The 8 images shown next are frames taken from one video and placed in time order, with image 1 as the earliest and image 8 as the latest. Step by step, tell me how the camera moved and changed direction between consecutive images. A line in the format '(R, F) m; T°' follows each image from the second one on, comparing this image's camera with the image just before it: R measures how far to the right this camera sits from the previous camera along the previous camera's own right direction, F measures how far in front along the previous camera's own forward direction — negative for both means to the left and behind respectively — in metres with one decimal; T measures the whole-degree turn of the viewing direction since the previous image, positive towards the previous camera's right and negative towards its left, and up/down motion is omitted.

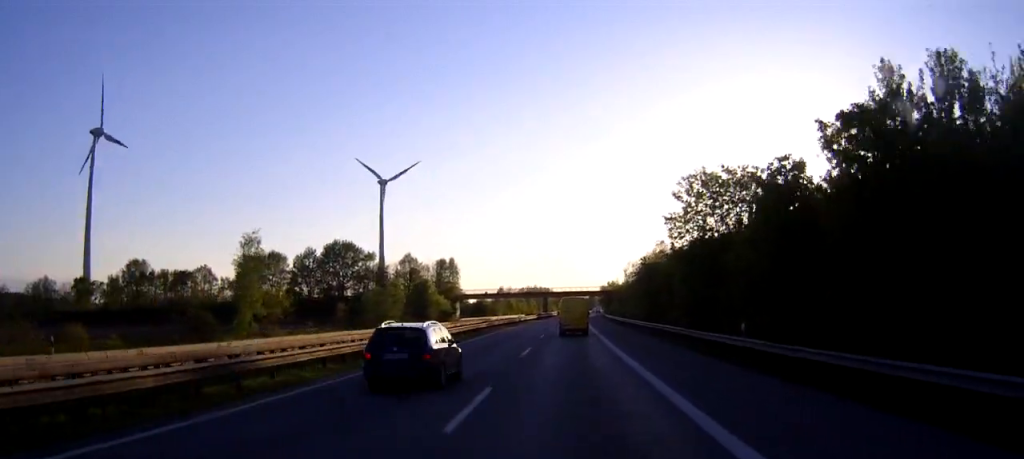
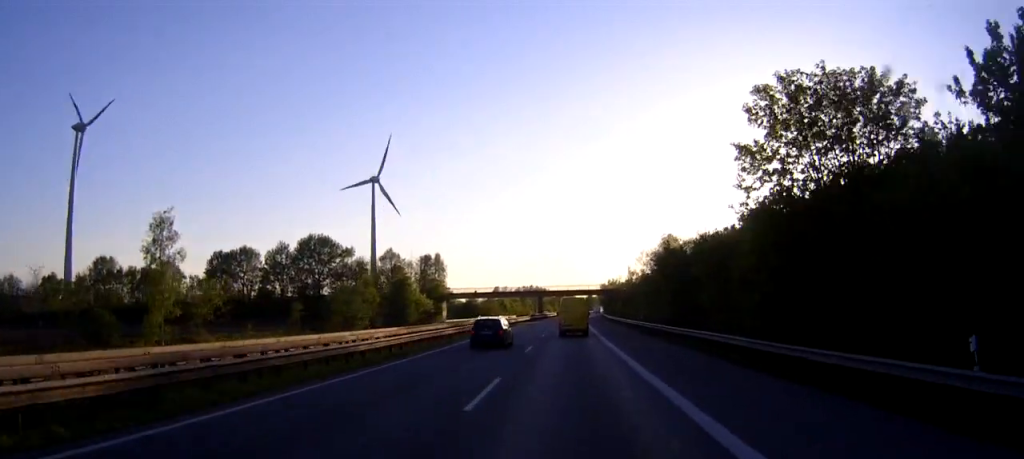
(0.0, +15.3) m; 0°
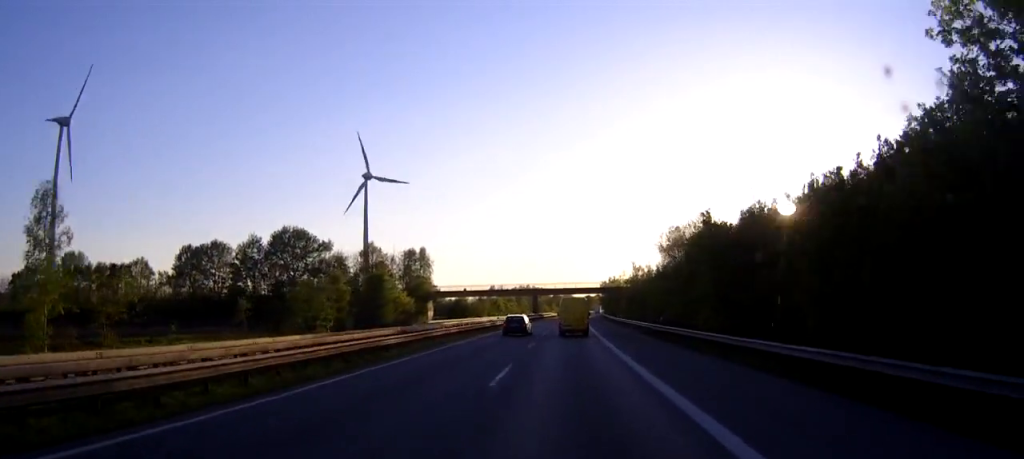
(0.0, +13.7) m; 0°
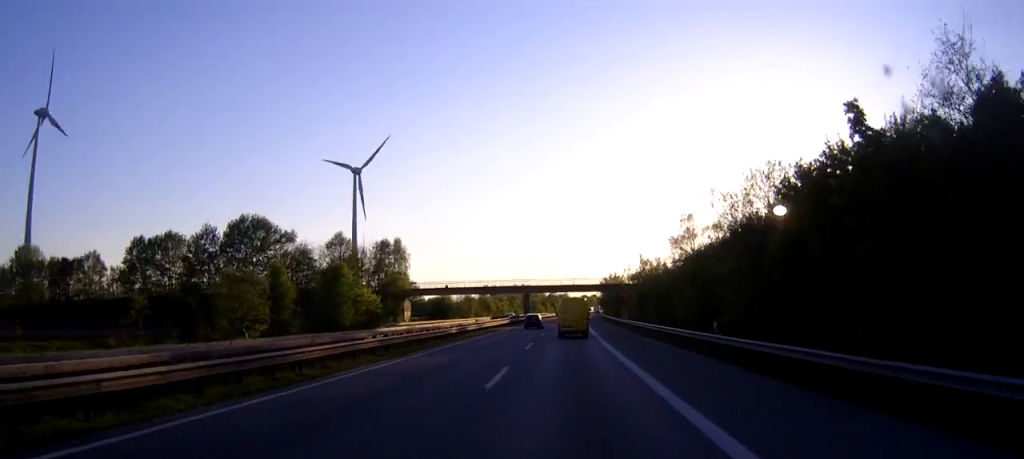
(+0.1, +18.0) m; 0°
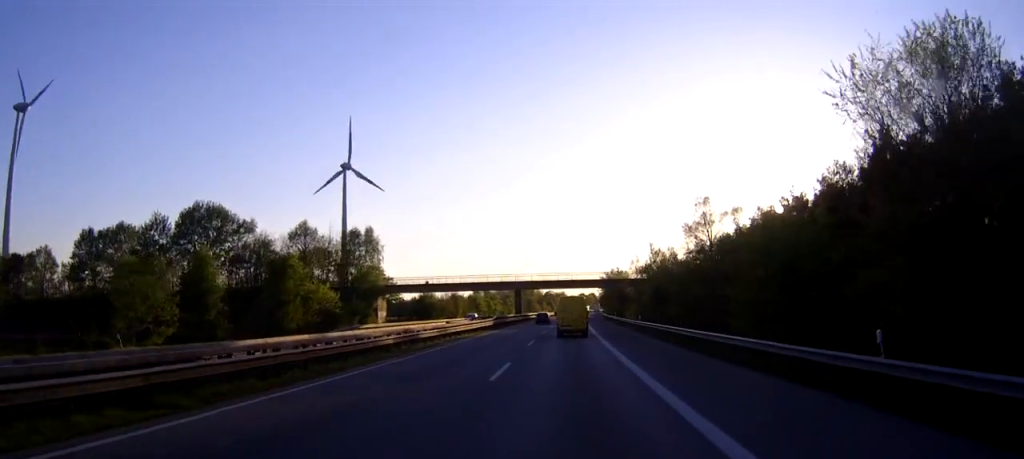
(0.0, +16.3) m; 0°
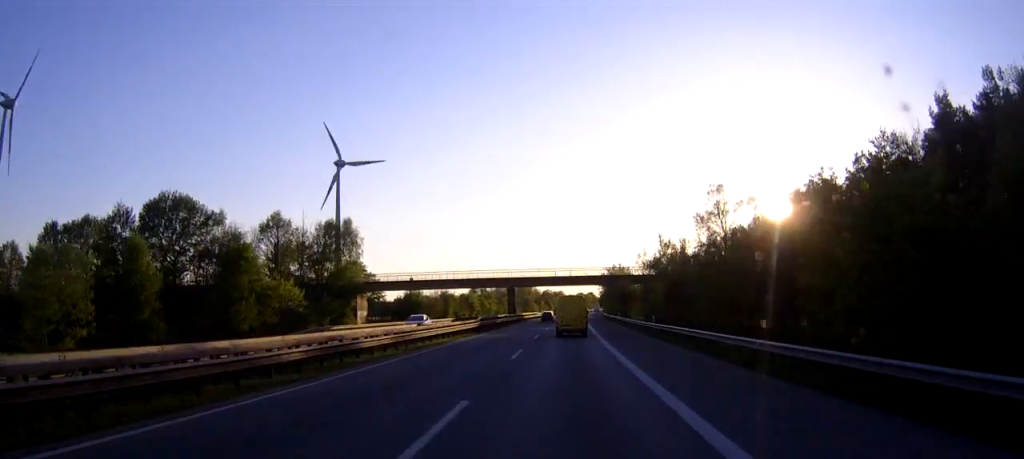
(0.0, +10.3) m; 0°
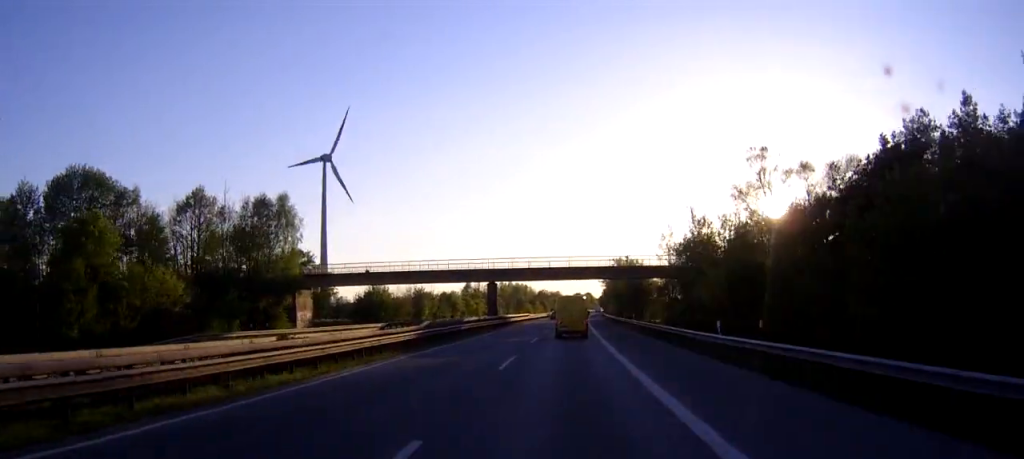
(0.0, +22.4) m; 0°
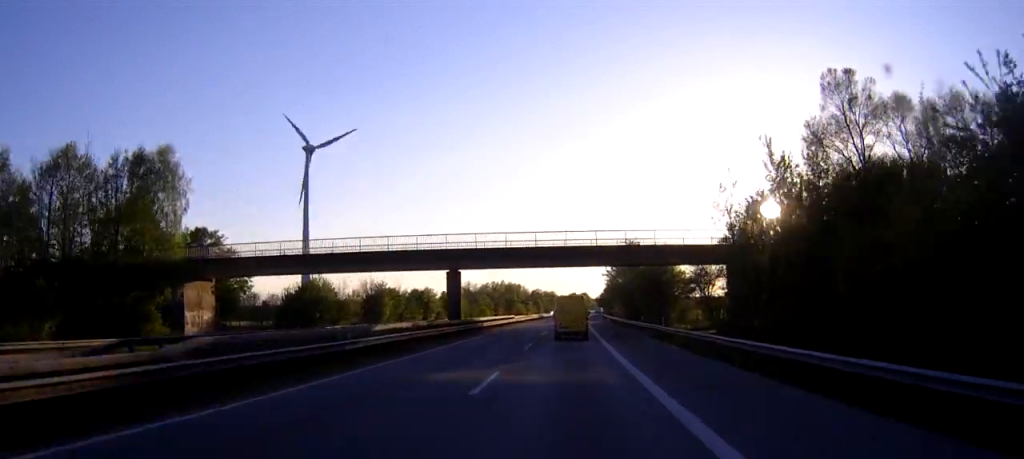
(+0.1, +24.2) m; 0°
